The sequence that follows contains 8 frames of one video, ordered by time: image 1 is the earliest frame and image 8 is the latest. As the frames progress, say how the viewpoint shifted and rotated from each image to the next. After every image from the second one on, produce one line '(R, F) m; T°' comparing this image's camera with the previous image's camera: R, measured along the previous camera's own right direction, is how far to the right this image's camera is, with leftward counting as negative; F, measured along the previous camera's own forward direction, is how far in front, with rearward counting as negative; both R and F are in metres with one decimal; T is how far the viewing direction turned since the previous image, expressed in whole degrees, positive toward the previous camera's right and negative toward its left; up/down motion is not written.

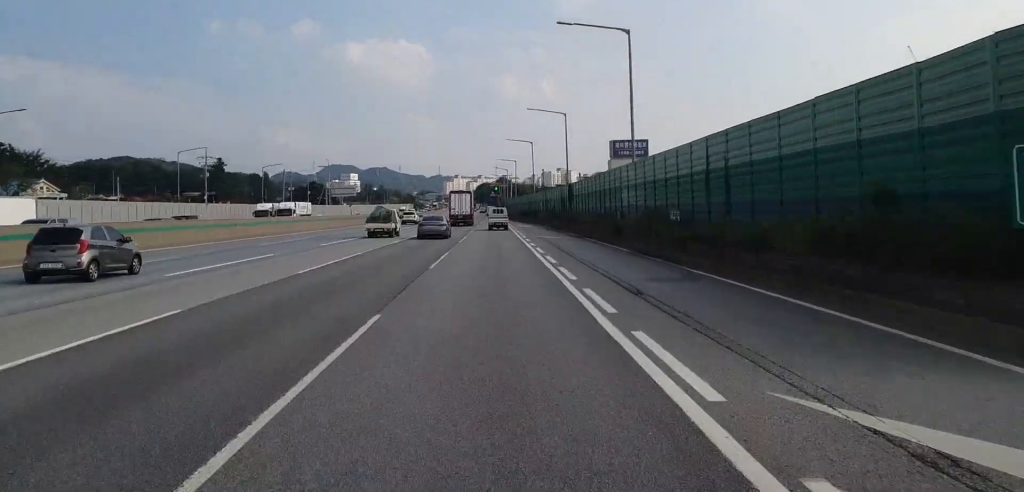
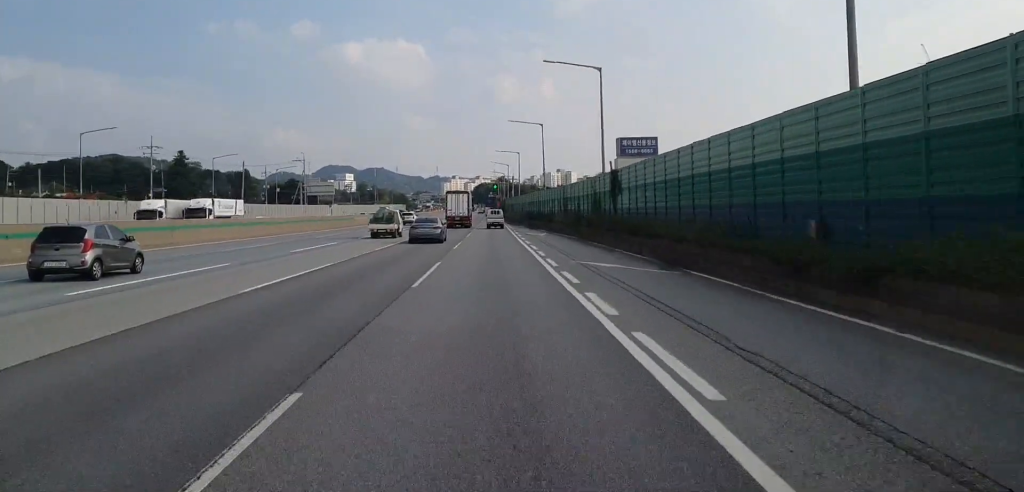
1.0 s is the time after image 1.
(+0.1, +24.4) m; 0°
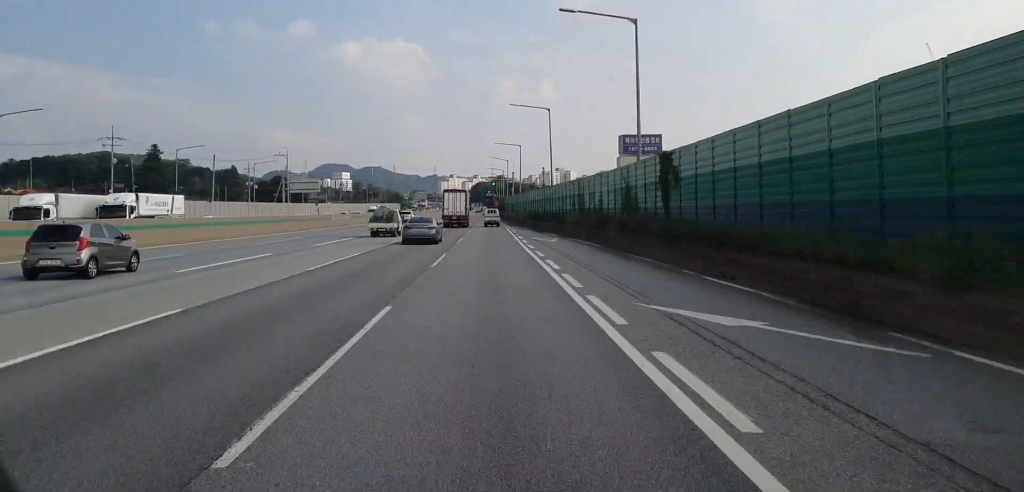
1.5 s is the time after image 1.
(0.0, +12.7) m; 0°
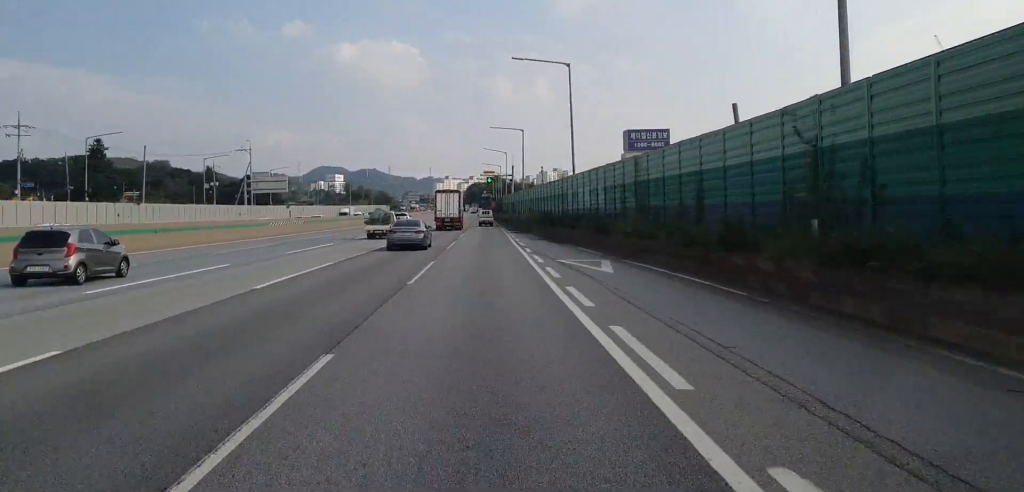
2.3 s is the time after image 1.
(-0.1, +22.2) m; 0°
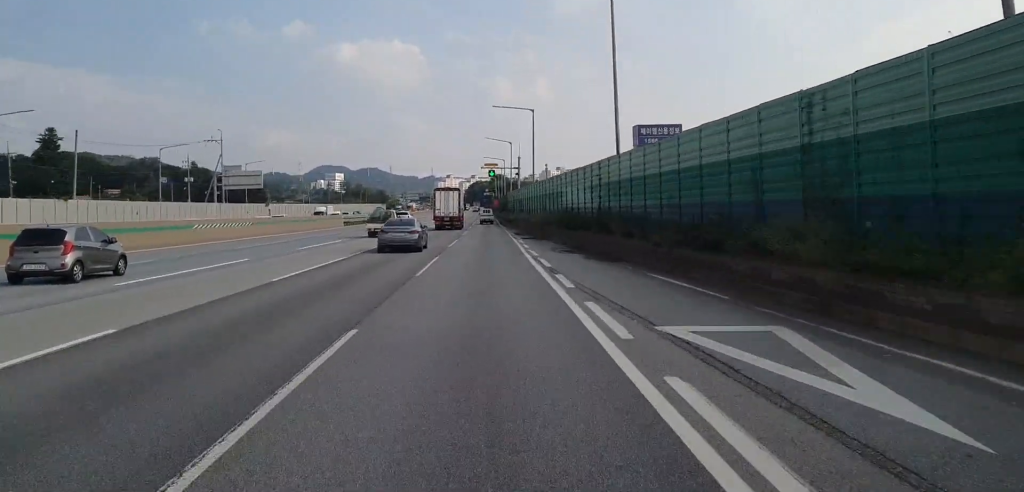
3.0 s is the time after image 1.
(-0.1, +16.4) m; 0°
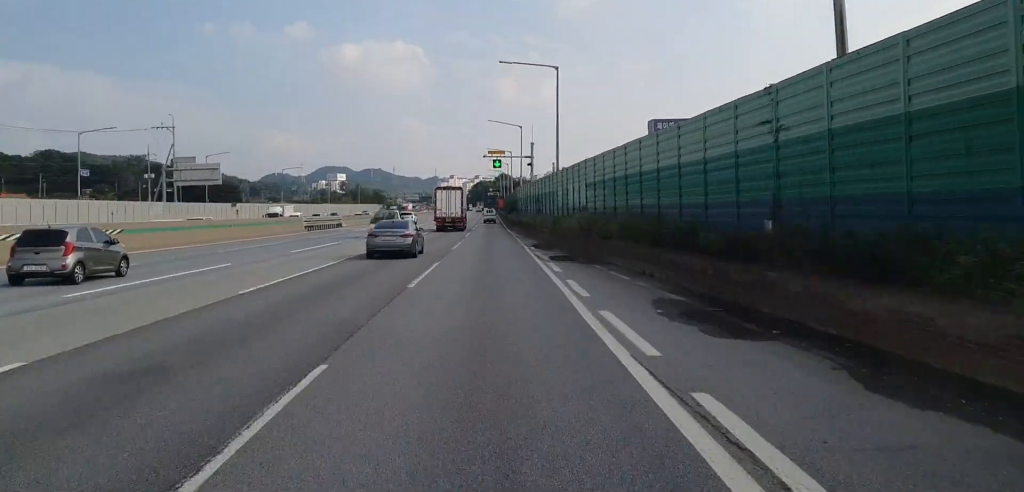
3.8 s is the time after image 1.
(+0.2, +20.8) m; 0°
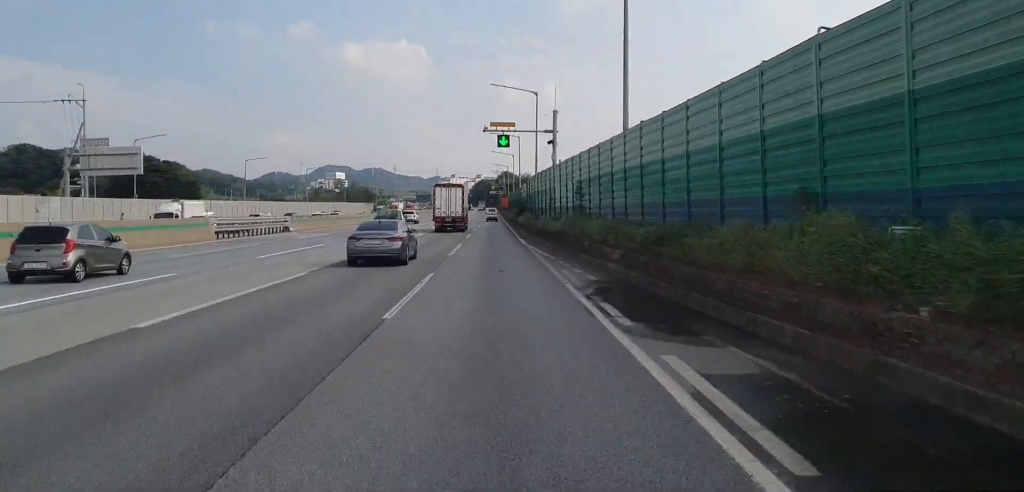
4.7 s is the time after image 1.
(-0.2, +23.7) m; 0°
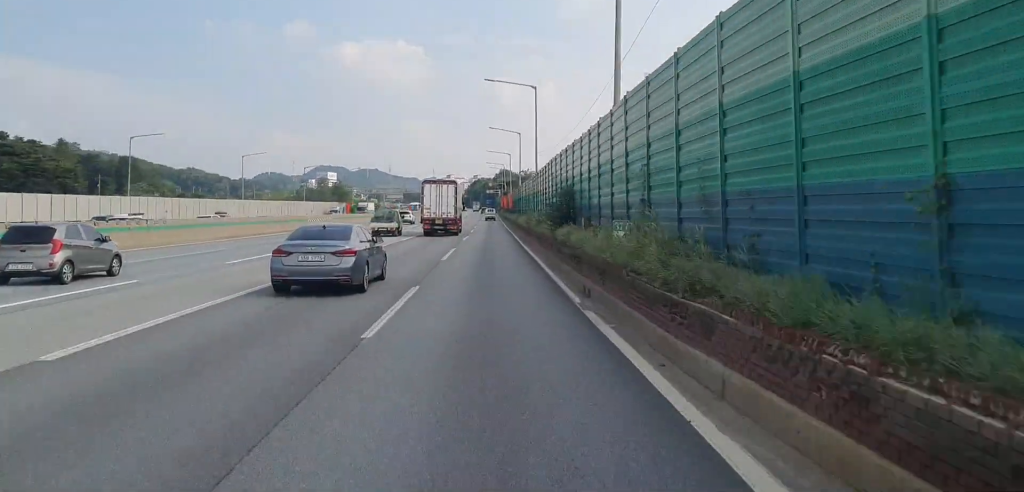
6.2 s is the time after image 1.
(0.0, +40.1) m; 0°
